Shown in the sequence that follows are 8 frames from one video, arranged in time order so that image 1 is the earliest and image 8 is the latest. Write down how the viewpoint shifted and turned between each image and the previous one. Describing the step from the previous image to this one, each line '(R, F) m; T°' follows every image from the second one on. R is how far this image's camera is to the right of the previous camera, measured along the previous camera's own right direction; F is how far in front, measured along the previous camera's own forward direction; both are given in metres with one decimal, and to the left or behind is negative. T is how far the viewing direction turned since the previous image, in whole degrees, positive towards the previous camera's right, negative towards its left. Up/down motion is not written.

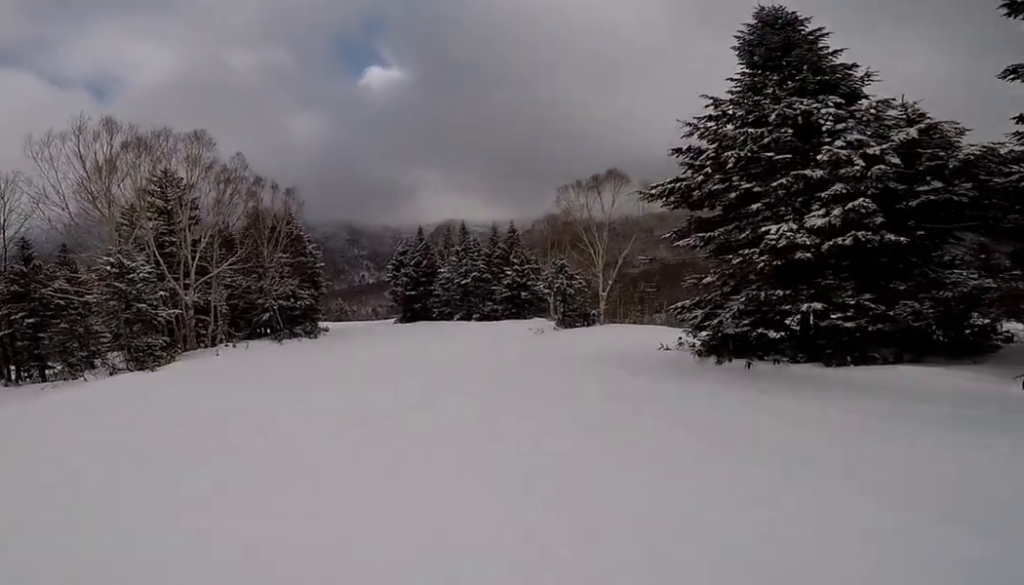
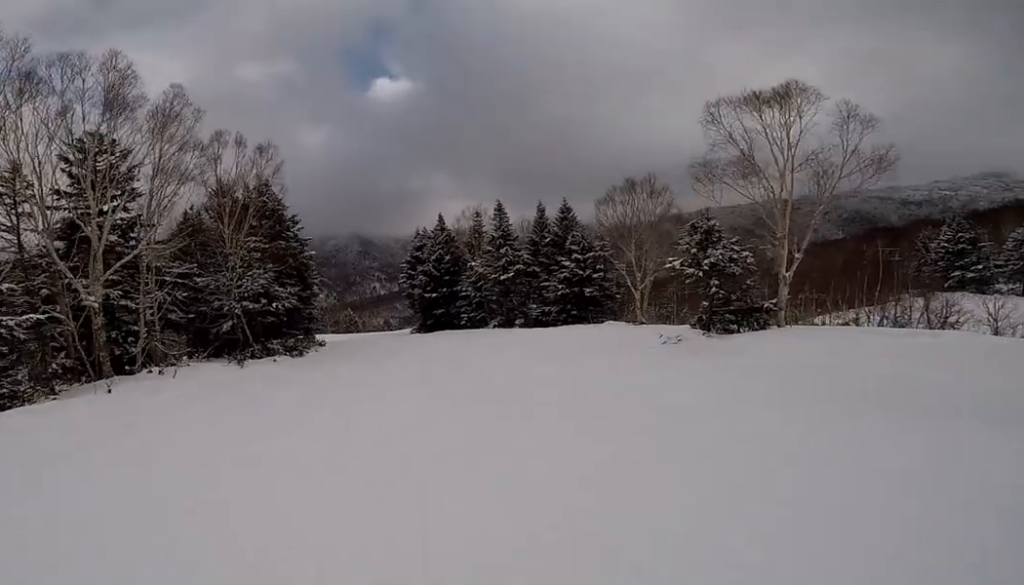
(+0.8, +12.3) m; +2°
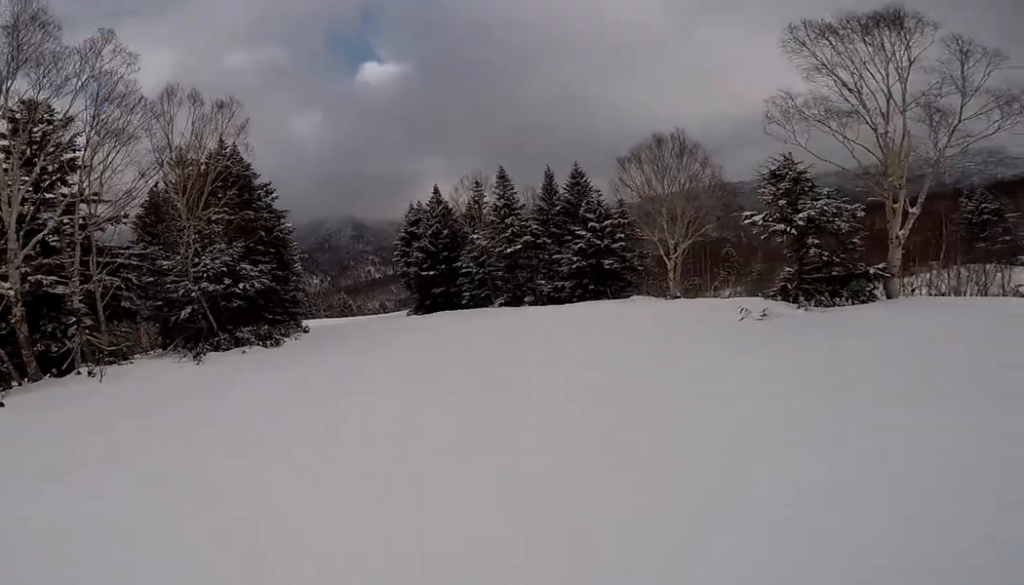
(-0.2, +4.2) m; -2°
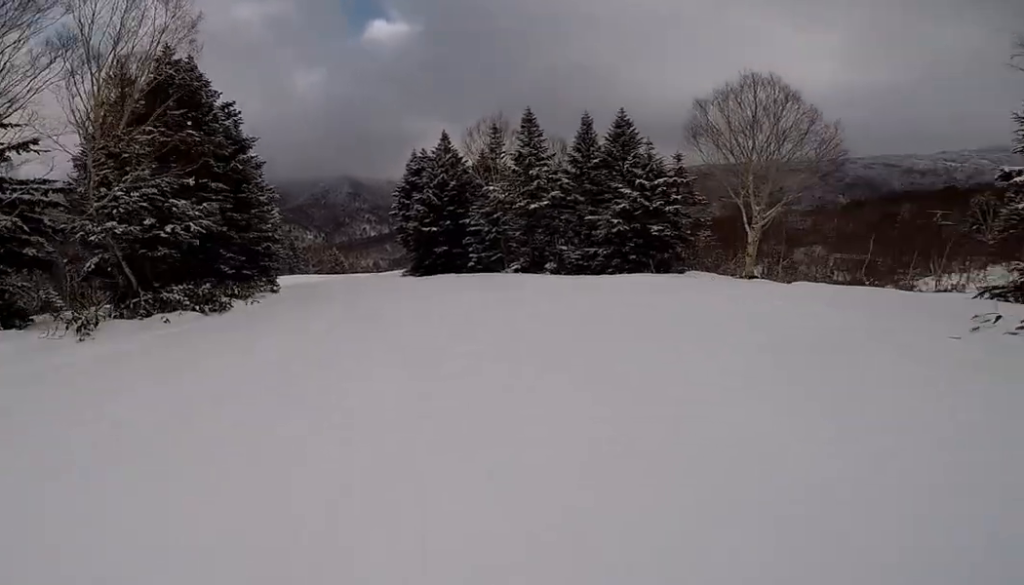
(-0.3, +6.0) m; -3°
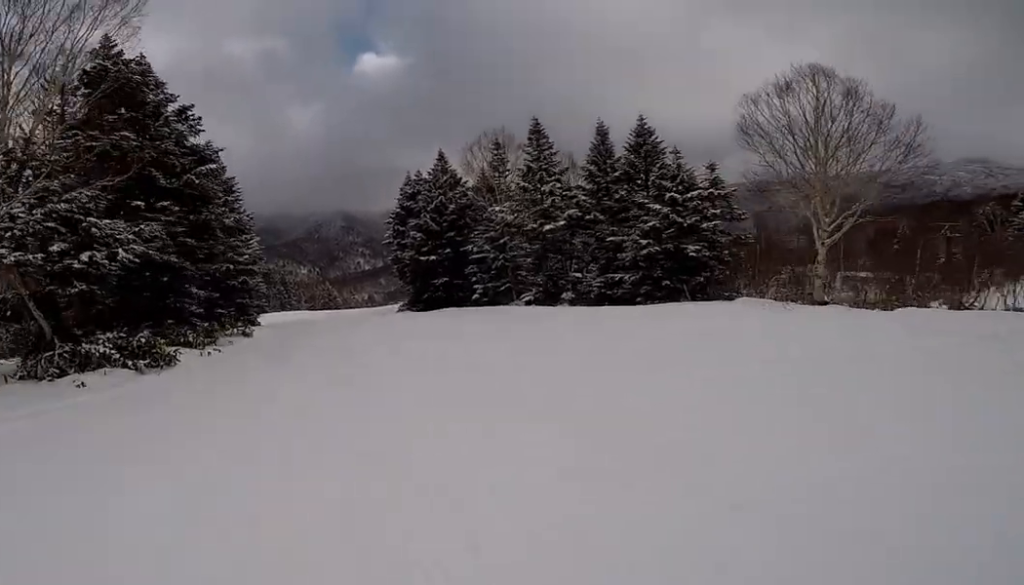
(0.0, +3.9) m; 0°
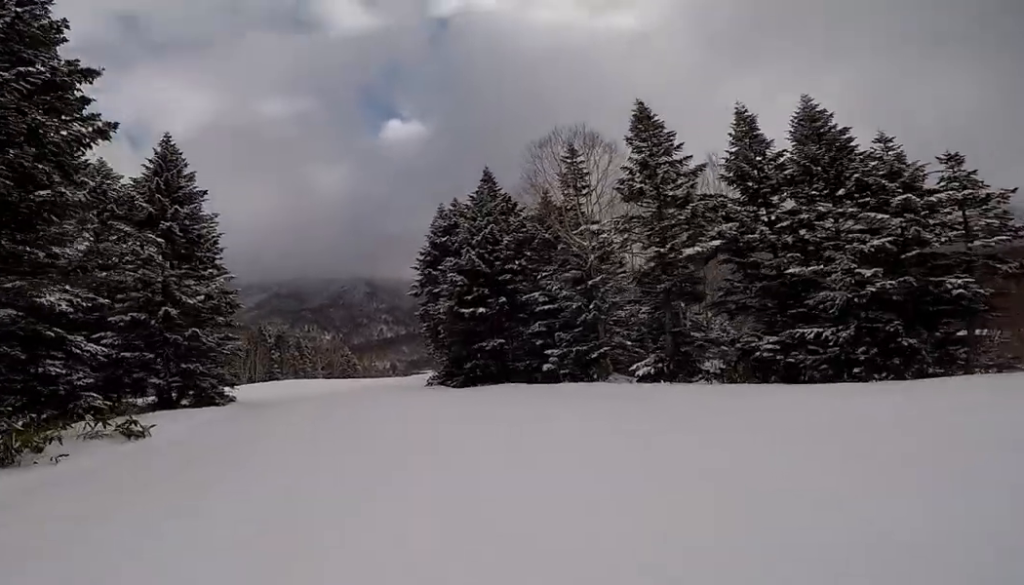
(0.0, +10.1) m; 0°
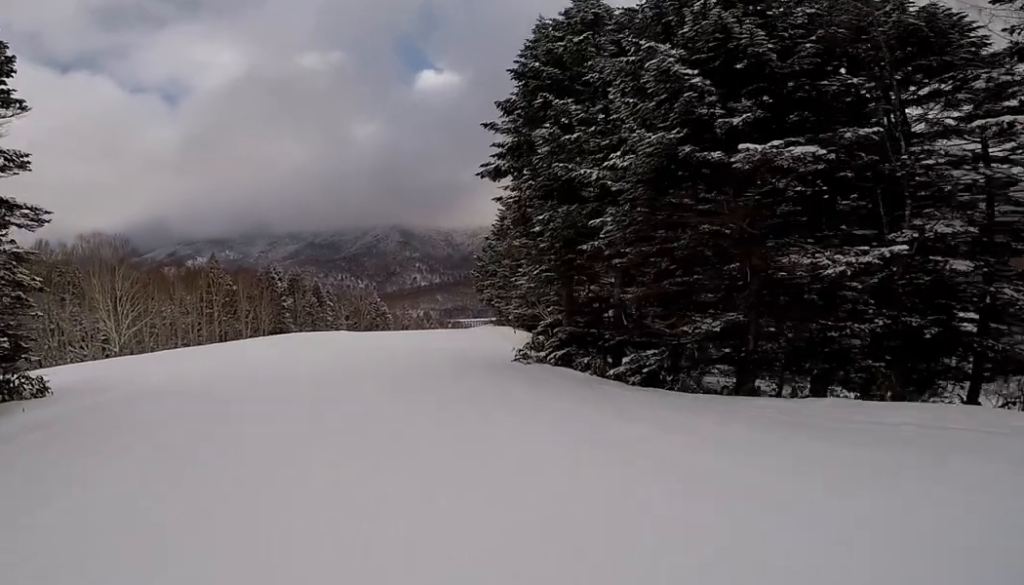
(+0.9, +16.7) m; +3°
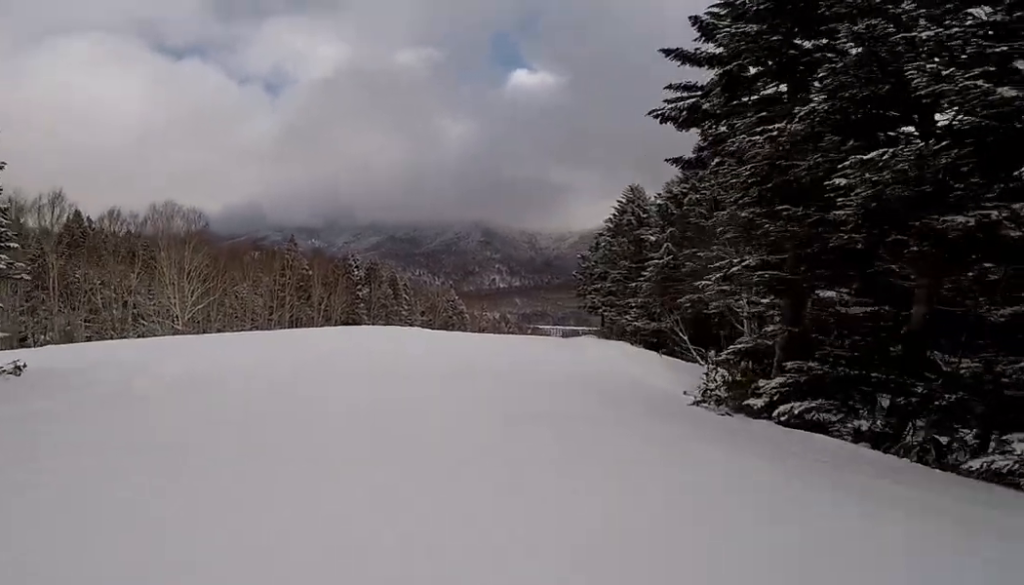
(-0.3, +5.5) m; -11°
